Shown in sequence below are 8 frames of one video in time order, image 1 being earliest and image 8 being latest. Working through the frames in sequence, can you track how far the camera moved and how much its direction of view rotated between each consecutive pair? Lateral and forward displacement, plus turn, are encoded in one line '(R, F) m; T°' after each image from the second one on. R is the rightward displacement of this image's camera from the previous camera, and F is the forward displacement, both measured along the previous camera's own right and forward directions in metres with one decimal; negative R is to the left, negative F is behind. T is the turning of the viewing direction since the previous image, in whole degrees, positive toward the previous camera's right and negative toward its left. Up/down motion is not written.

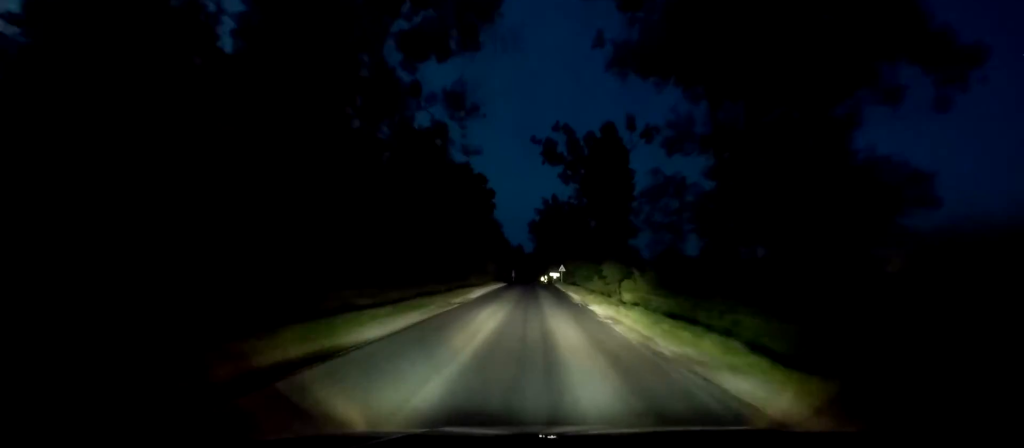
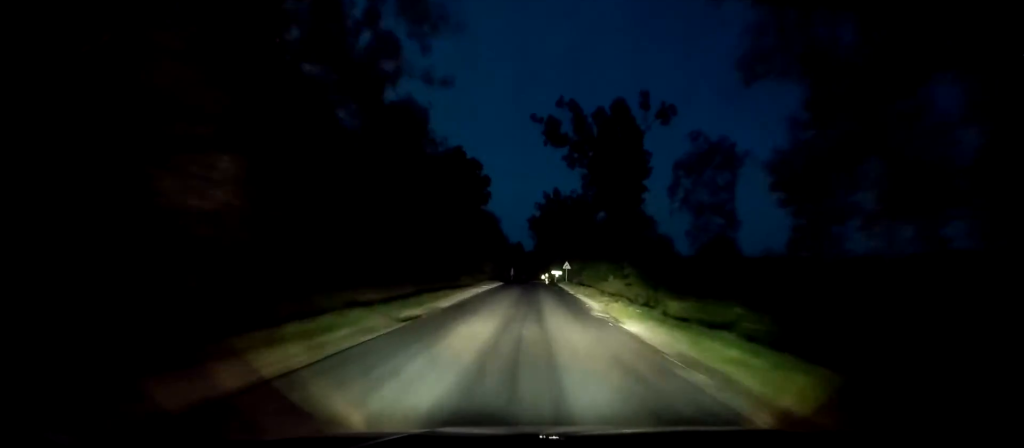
(-0.2, +10.0) m; 0°
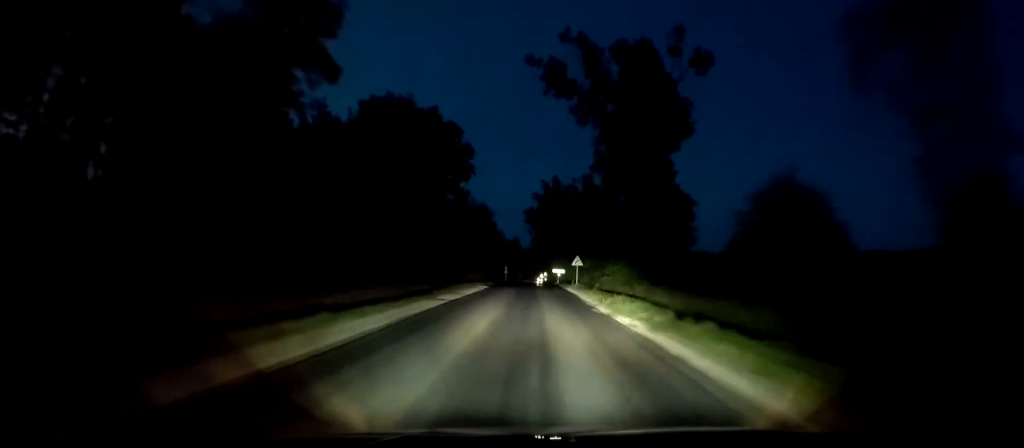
(+0.1, +18.2) m; 0°
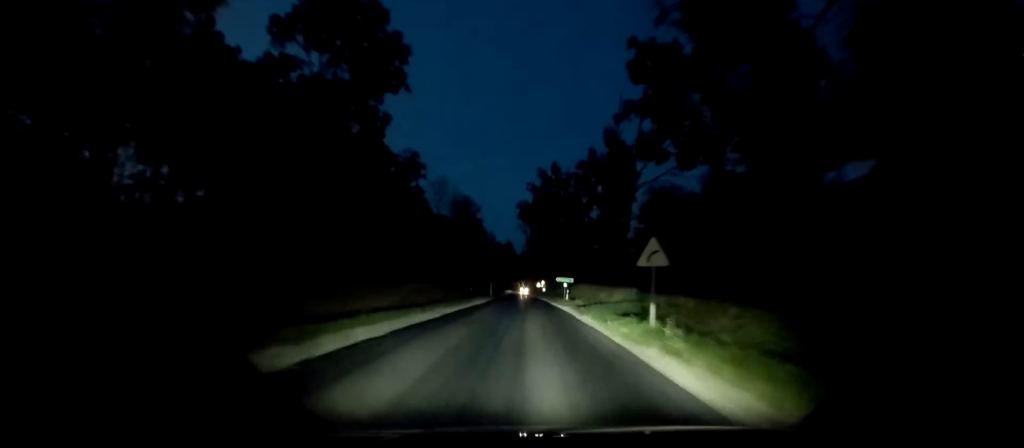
(+0.1, +30.4) m; 0°
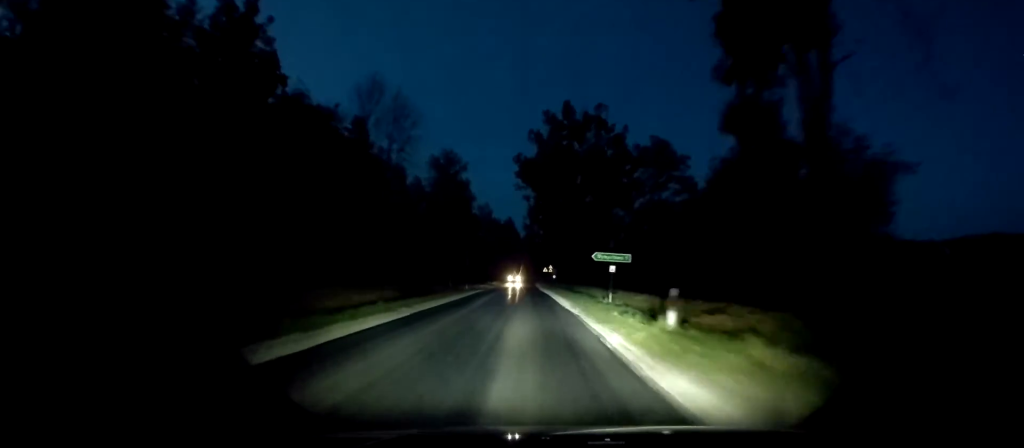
(+0.3, +34.5) m; +1°
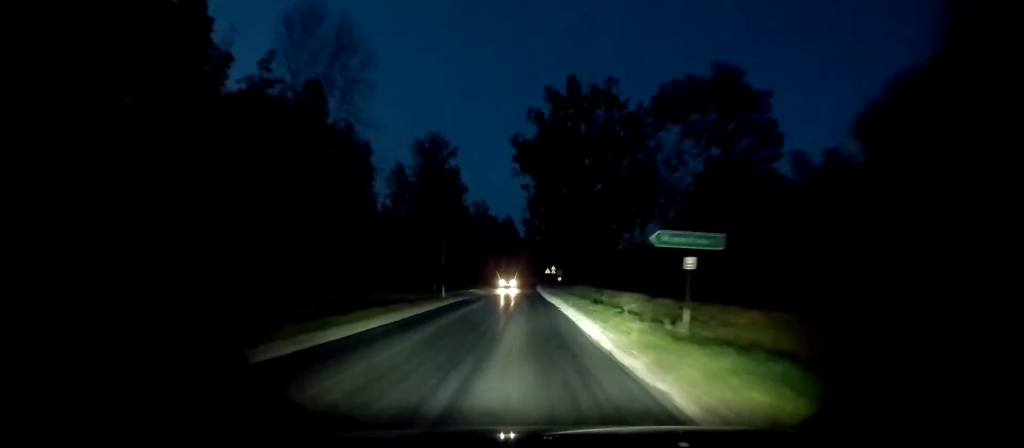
(0.0, +12.3) m; 0°
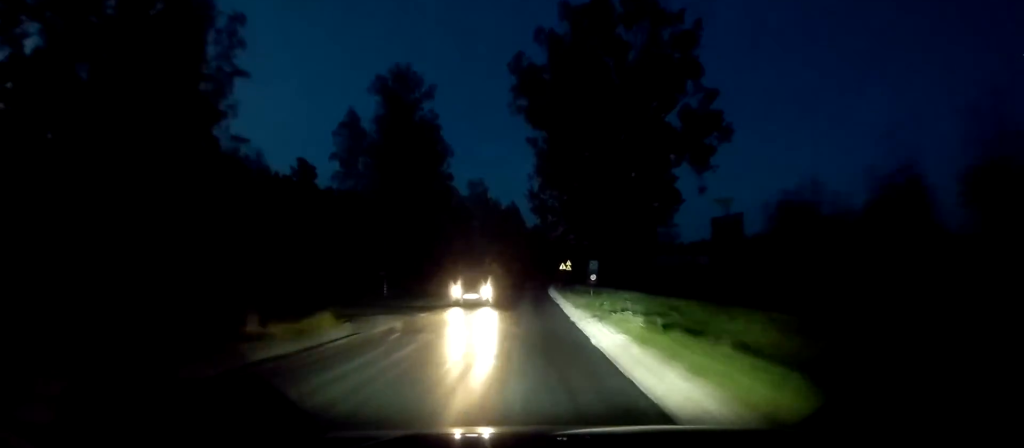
(-0.4, +26.4) m; -2°
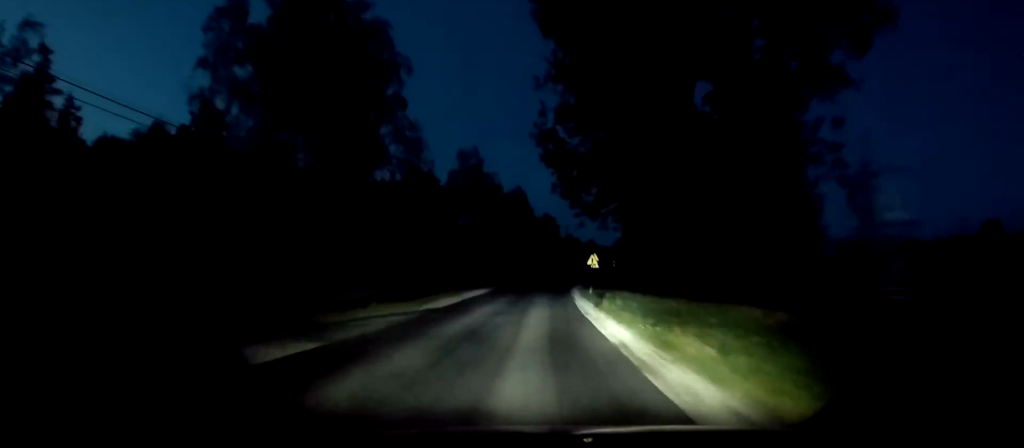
(-0.1, +26.9) m; 0°
